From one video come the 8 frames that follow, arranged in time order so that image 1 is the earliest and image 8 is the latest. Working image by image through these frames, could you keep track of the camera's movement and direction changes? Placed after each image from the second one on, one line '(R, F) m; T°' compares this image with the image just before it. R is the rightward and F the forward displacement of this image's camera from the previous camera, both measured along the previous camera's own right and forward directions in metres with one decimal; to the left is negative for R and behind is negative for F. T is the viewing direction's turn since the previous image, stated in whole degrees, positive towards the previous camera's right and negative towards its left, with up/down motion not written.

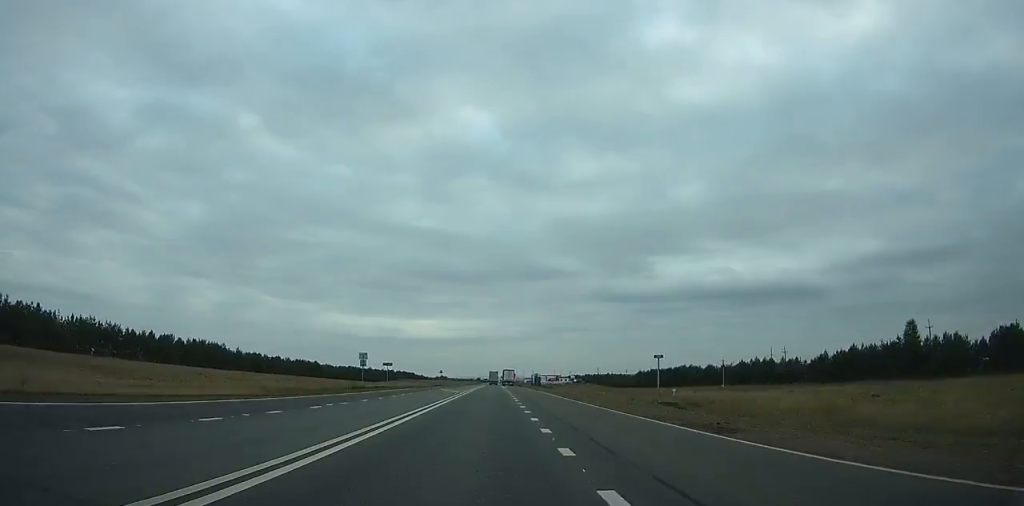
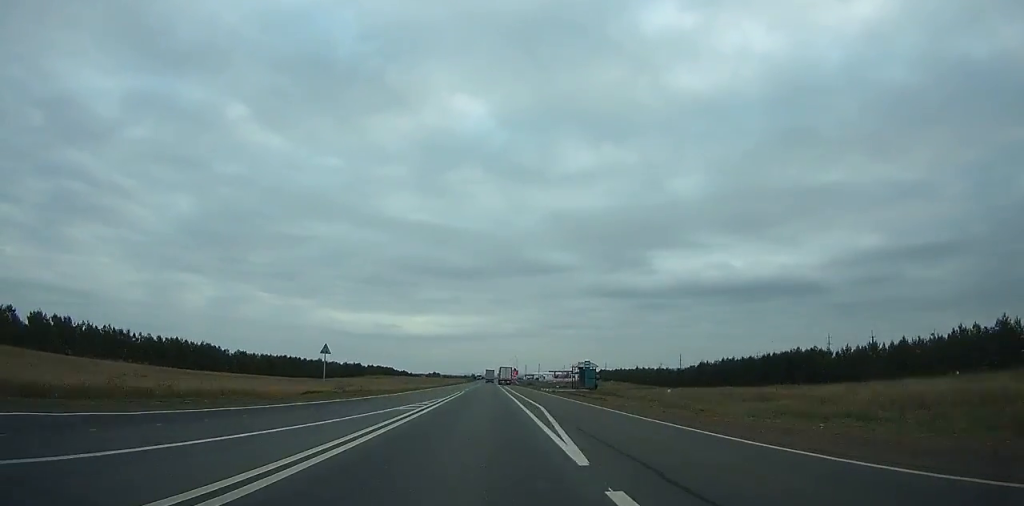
(-0.1, +84.6) m; 0°
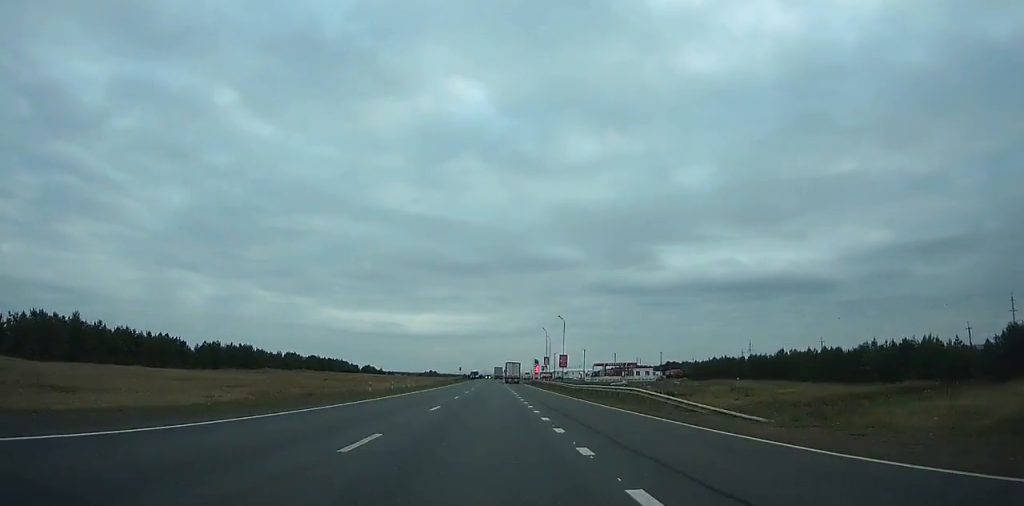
(-0.3, +142.7) m; 0°
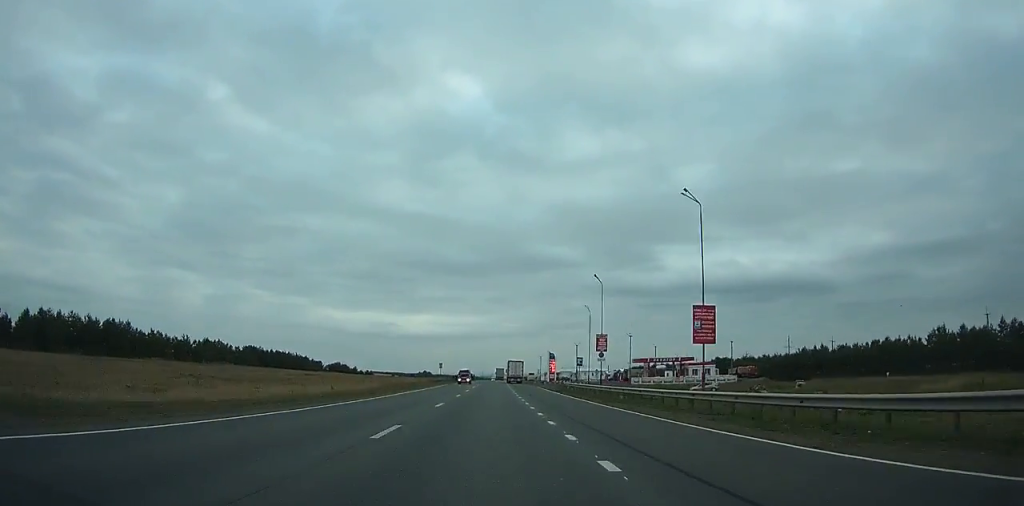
(+0.1, +57.4) m; 0°
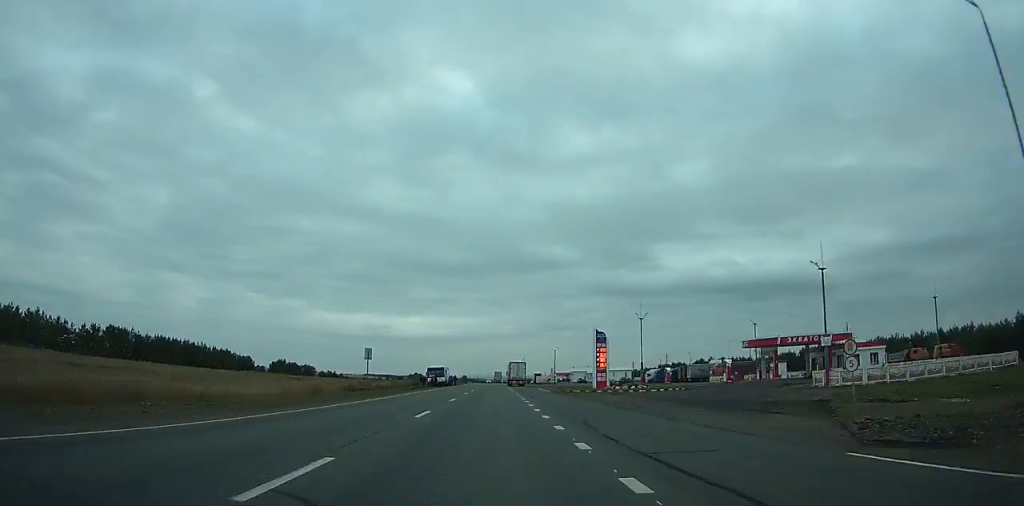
(+0.3, +66.4) m; 0°
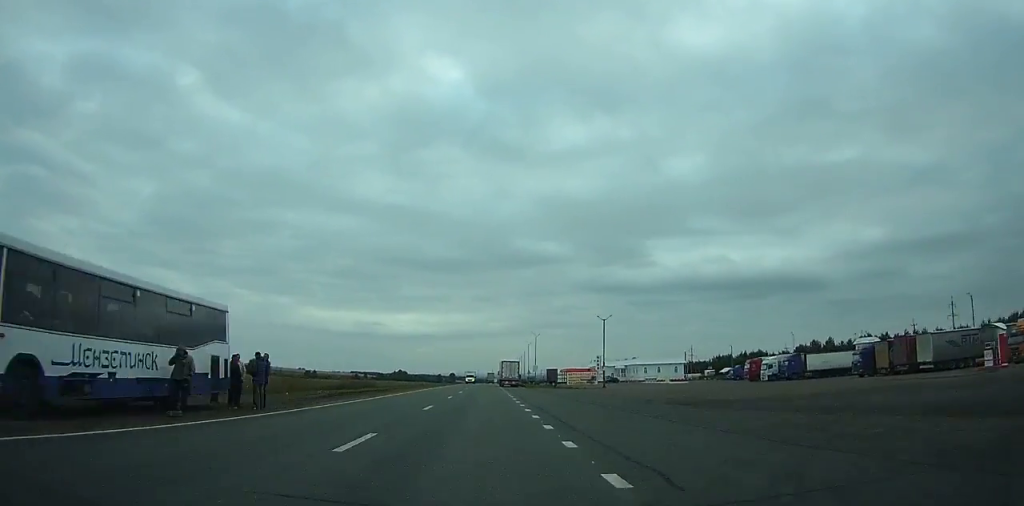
(+0.4, +80.2) m; +1°
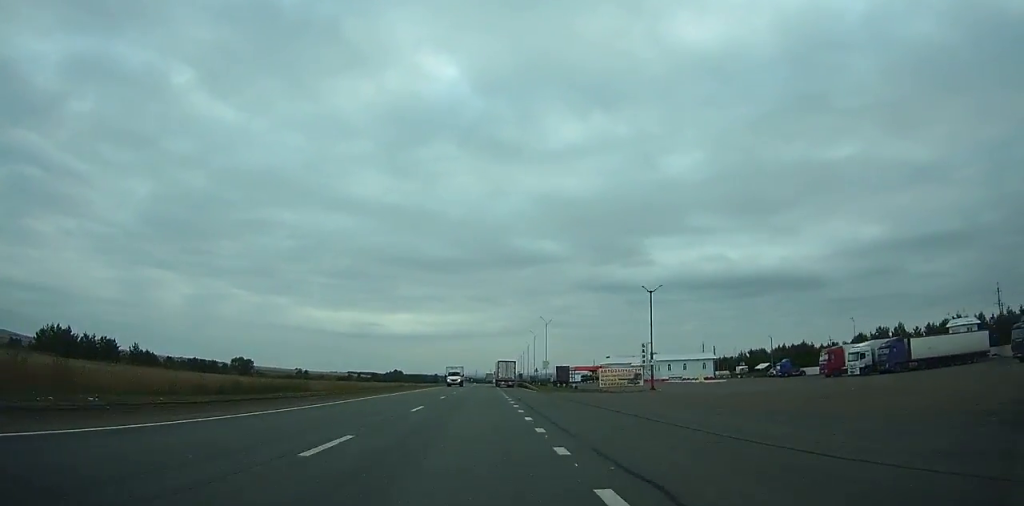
(+0.1, +25.5) m; 0°
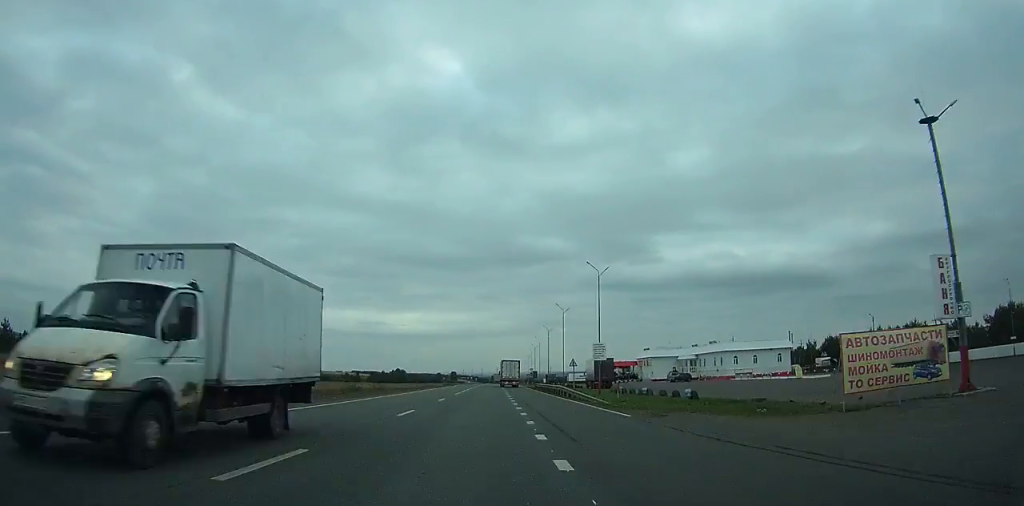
(0.0, +37.0) m; 0°
